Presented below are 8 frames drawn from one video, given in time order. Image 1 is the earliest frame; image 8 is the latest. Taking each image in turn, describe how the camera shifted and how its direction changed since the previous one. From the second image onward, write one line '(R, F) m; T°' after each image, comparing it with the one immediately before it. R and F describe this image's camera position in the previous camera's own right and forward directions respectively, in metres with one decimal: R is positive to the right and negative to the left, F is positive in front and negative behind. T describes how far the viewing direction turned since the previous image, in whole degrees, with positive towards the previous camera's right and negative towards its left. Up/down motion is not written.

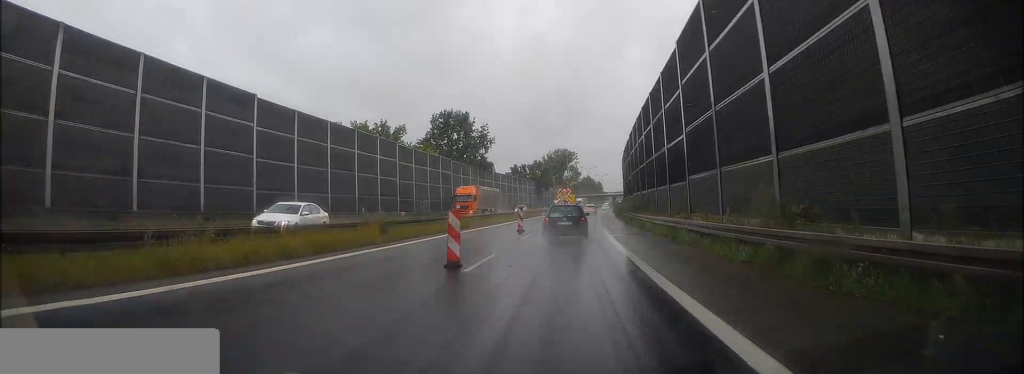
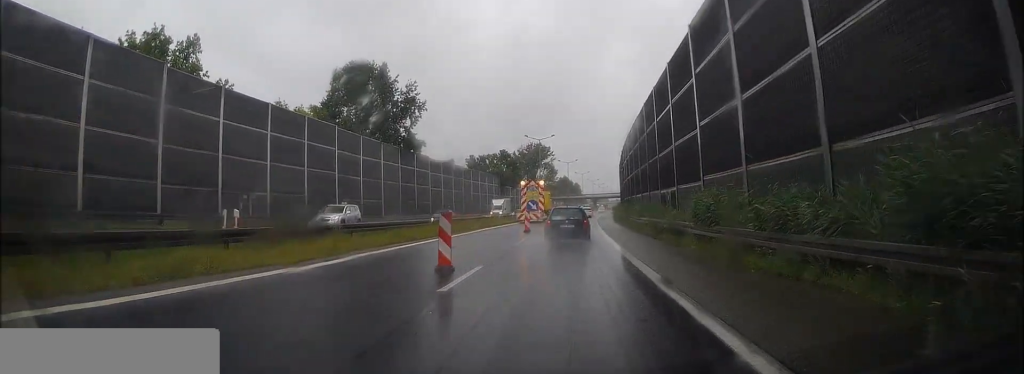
(+1.0, +37.9) m; +2°
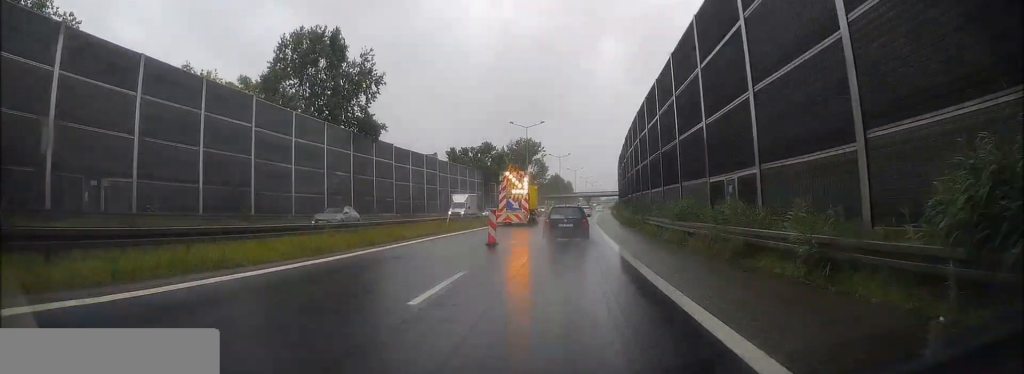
(0.0, +13.3) m; +1°
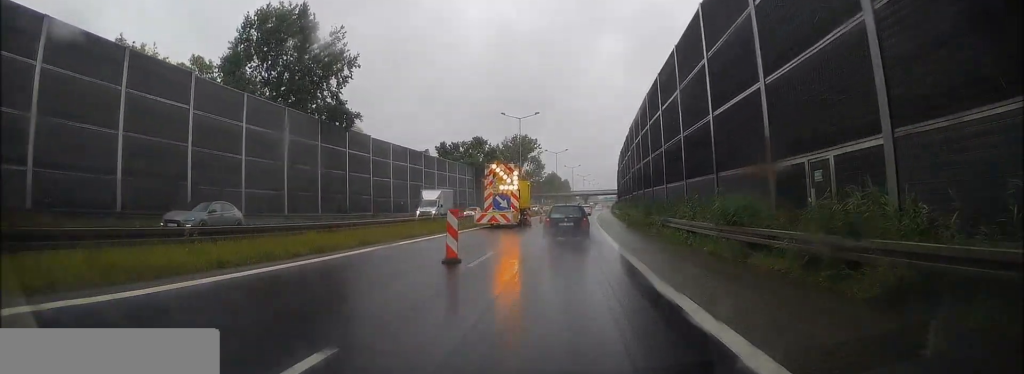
(+0.1, +6.9) m; 0°
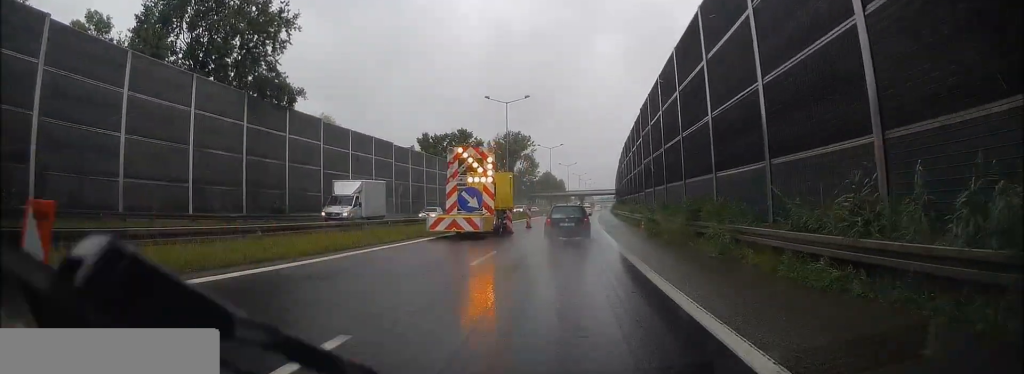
(0.0, +11.5) m; +1°
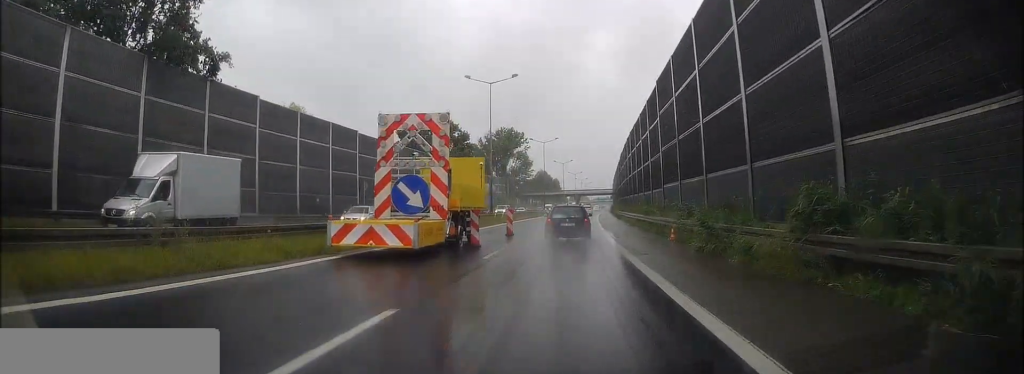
(+0.1, +10.3) m; 0°
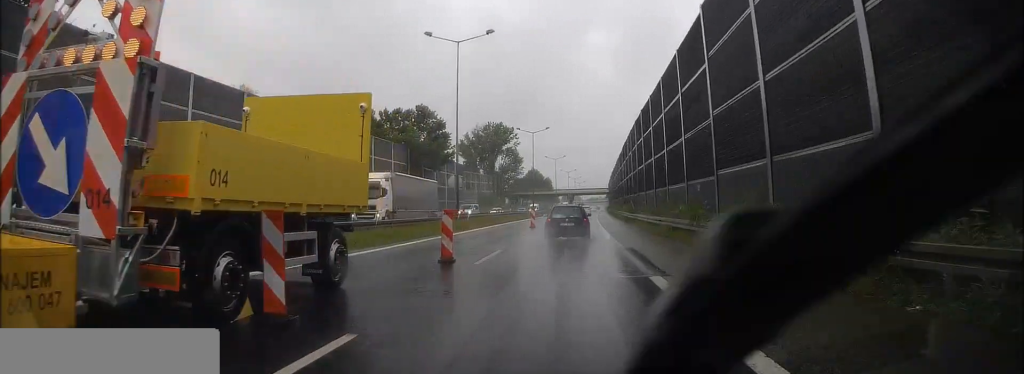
(+0.1, +13.6) m; 0°
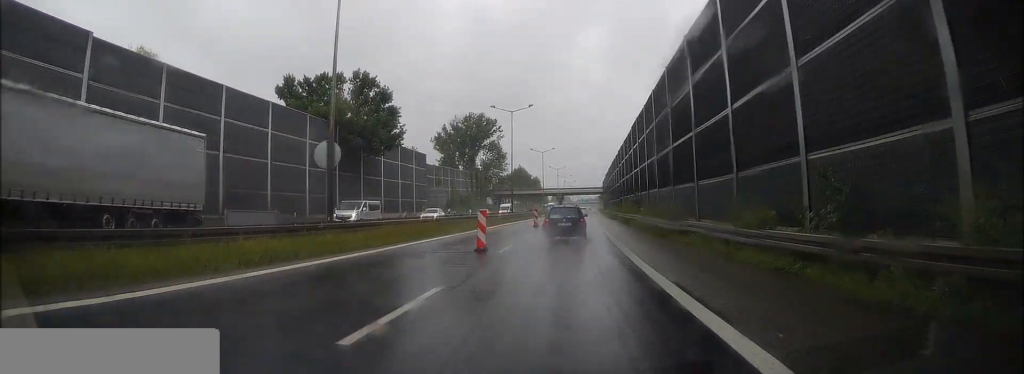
(+0.1, +20.3) m; +1°
